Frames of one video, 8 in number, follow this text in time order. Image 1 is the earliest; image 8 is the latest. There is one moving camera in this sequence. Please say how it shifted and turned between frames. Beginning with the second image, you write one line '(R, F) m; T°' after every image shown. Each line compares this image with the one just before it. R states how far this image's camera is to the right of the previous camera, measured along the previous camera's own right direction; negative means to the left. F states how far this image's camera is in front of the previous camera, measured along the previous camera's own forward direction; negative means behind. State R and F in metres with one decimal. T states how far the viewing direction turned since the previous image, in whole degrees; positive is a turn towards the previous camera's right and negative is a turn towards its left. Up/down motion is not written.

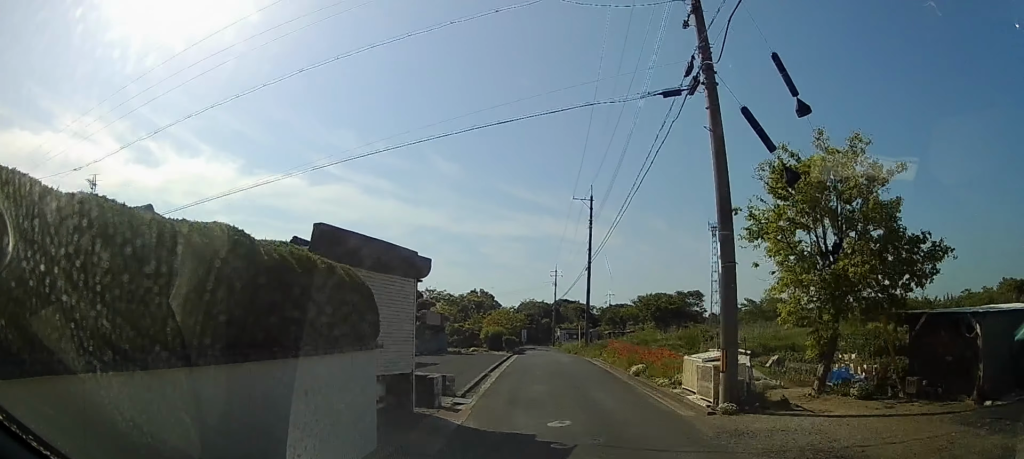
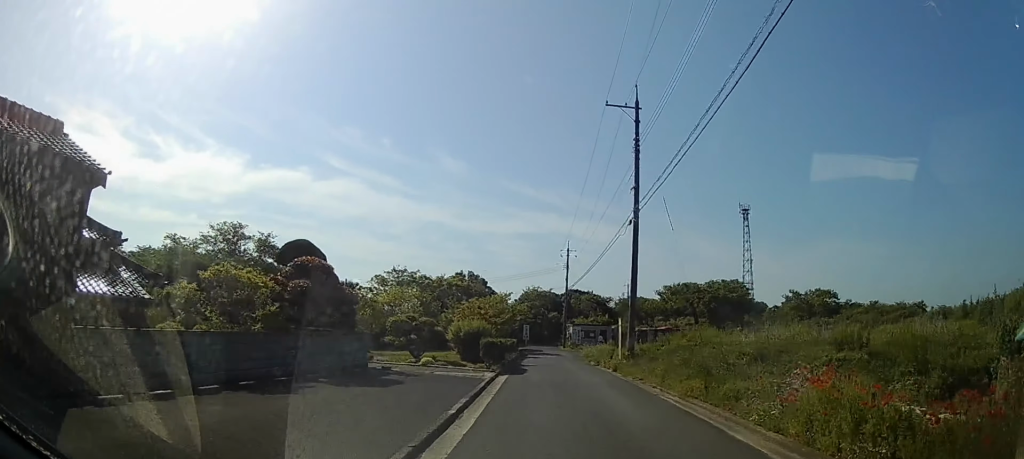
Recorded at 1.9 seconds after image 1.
(-0.1, +16.0) m; 0°
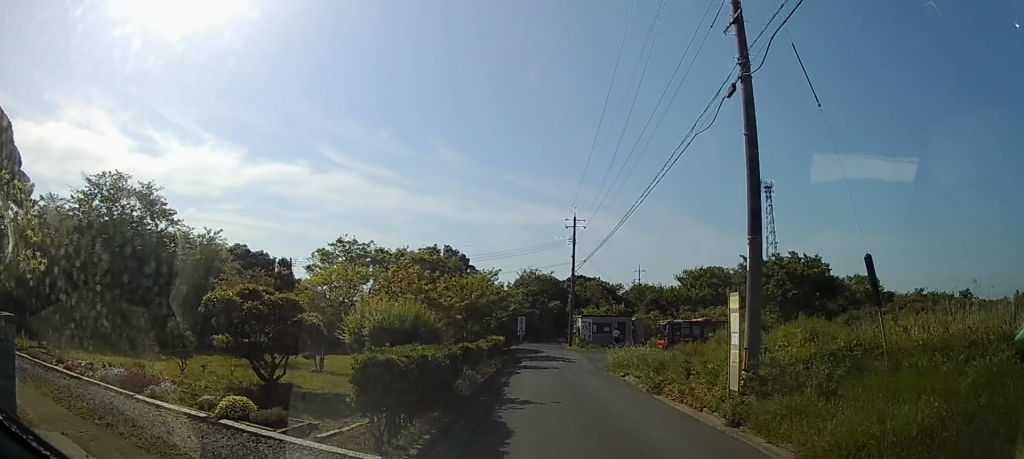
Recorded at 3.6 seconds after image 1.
(+0.1, +14.3) m; -1°
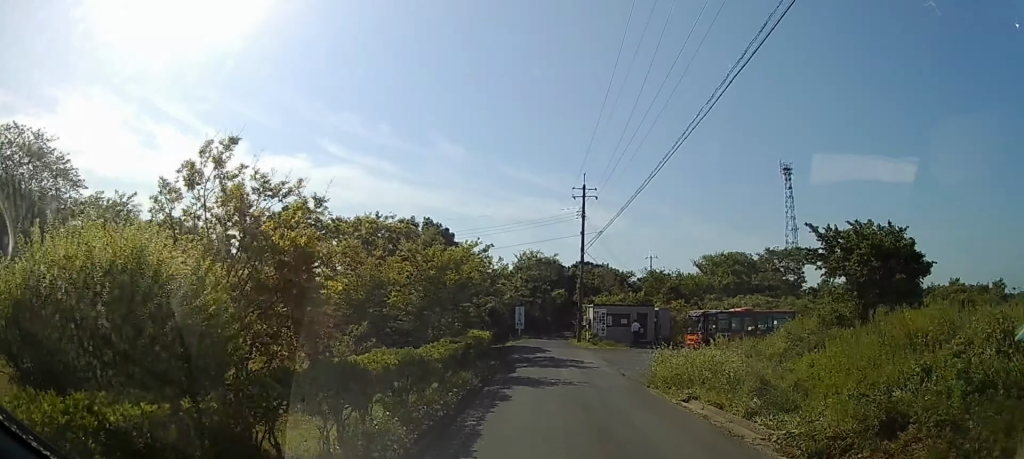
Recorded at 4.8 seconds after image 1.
(-0.2, +9.4) m; -1°
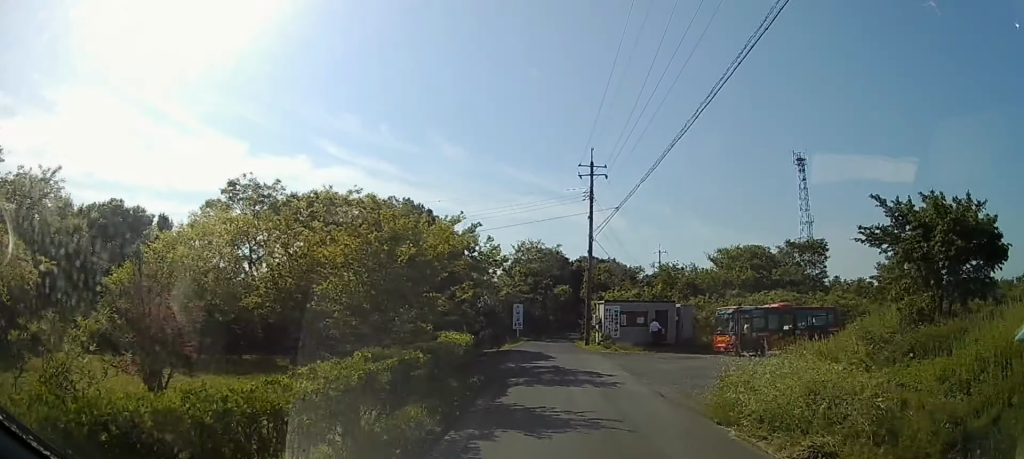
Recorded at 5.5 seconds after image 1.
(0.0, +5.6) m; 0°
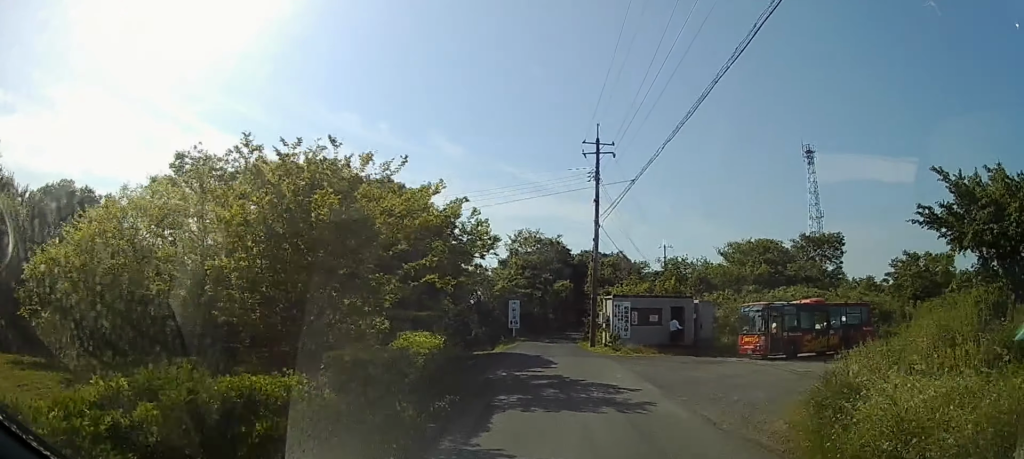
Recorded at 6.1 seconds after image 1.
(0.0, +4.5) m; 0°
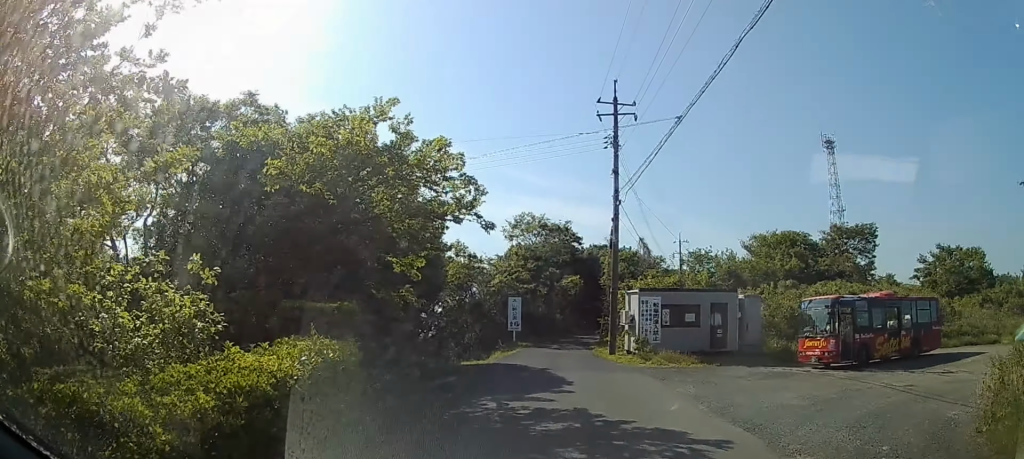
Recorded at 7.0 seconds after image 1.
(0.0, +6.5) m; 0°
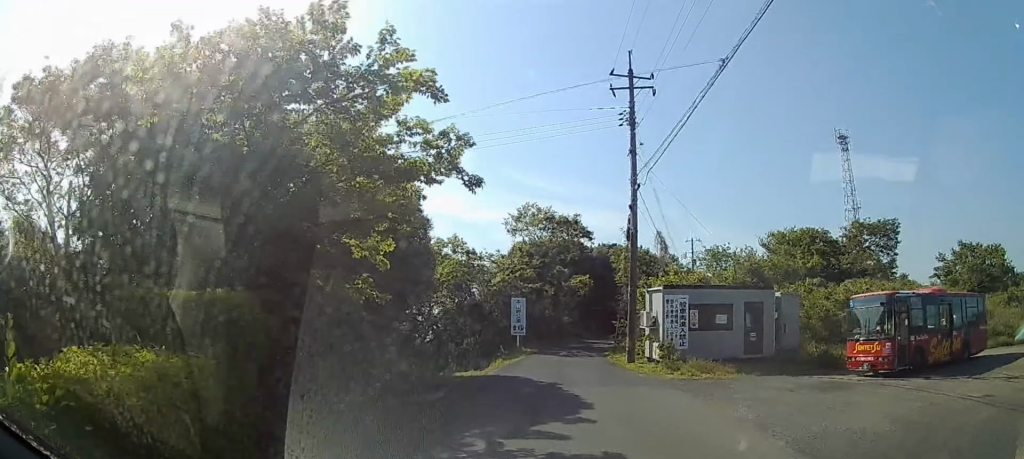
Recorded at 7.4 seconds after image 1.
(0.0, +3.2) m; 0°
